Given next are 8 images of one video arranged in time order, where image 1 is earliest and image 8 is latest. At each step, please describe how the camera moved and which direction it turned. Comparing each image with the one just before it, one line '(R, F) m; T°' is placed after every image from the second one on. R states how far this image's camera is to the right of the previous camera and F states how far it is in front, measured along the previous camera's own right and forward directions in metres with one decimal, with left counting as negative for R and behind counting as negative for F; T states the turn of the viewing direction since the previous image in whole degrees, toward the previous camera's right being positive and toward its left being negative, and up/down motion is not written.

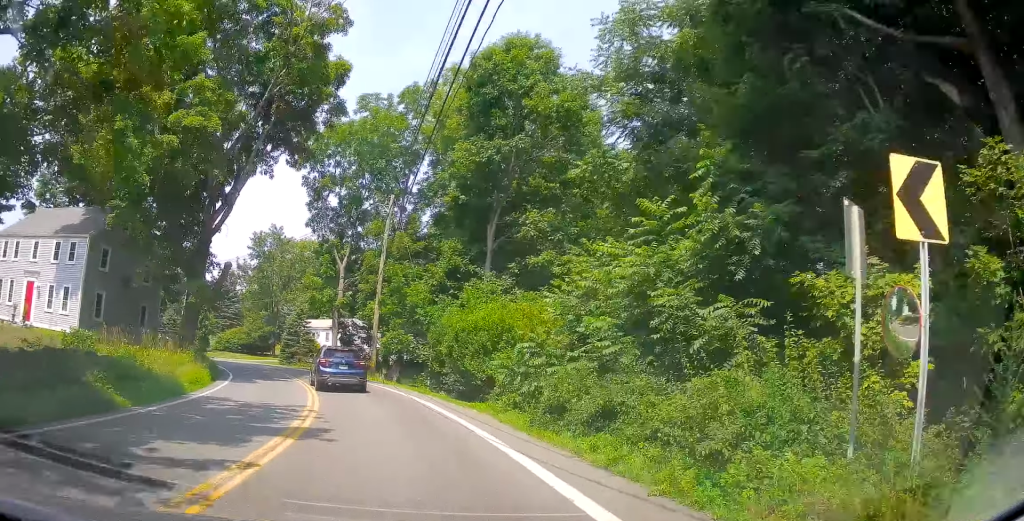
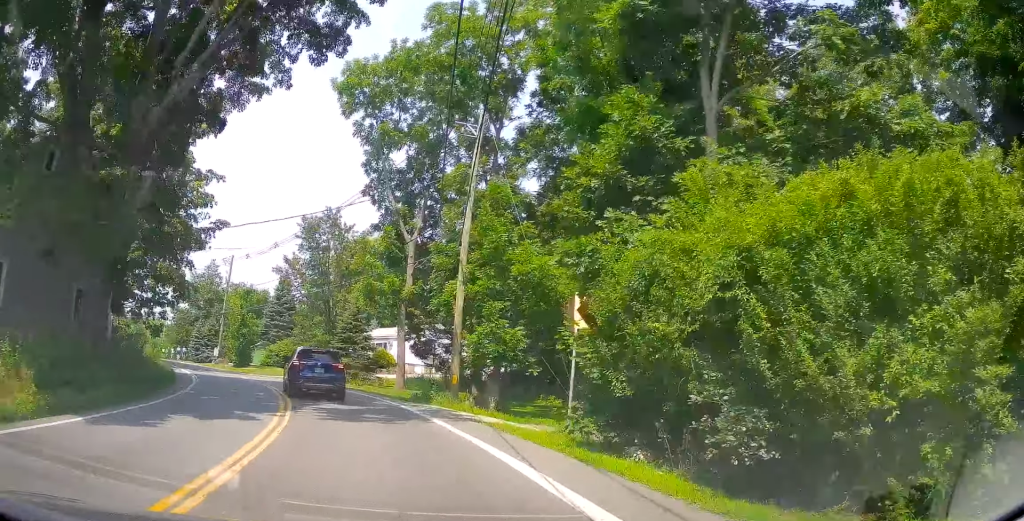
(-1.5, +14.7) m; -8°
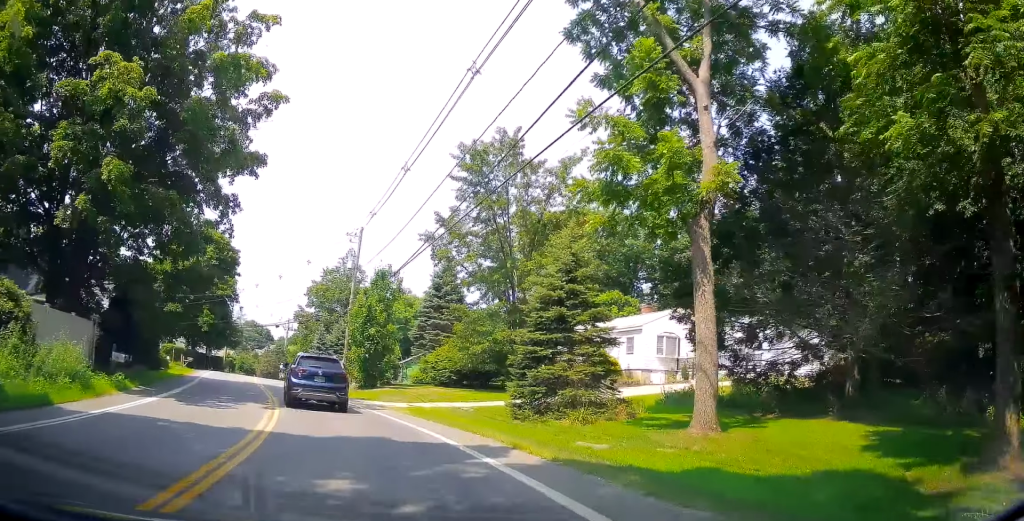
(-2.3, +23.5) m; -14°
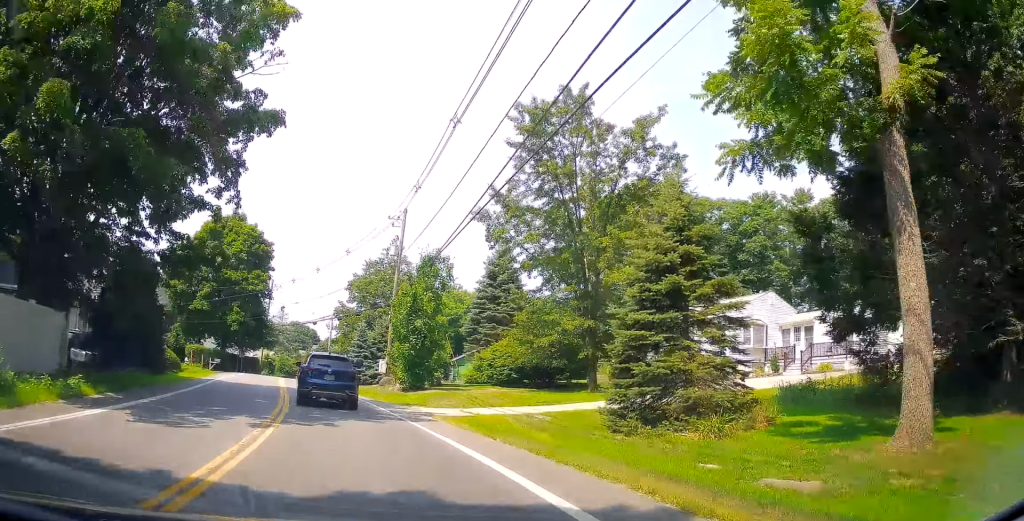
(-0.3, +6.1) m; -5°
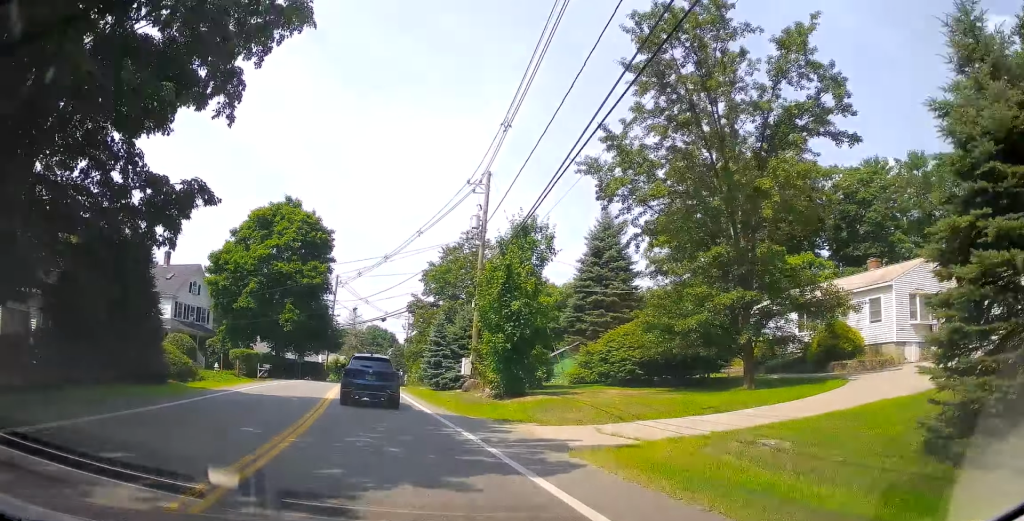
(-0.4, +8.9) m; -8°
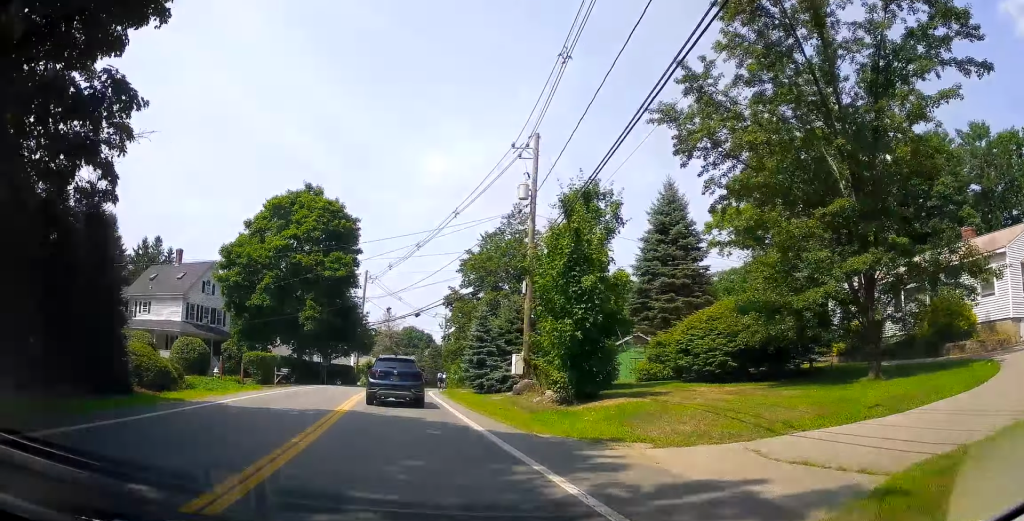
(-0.5, +5.4) m; -8°
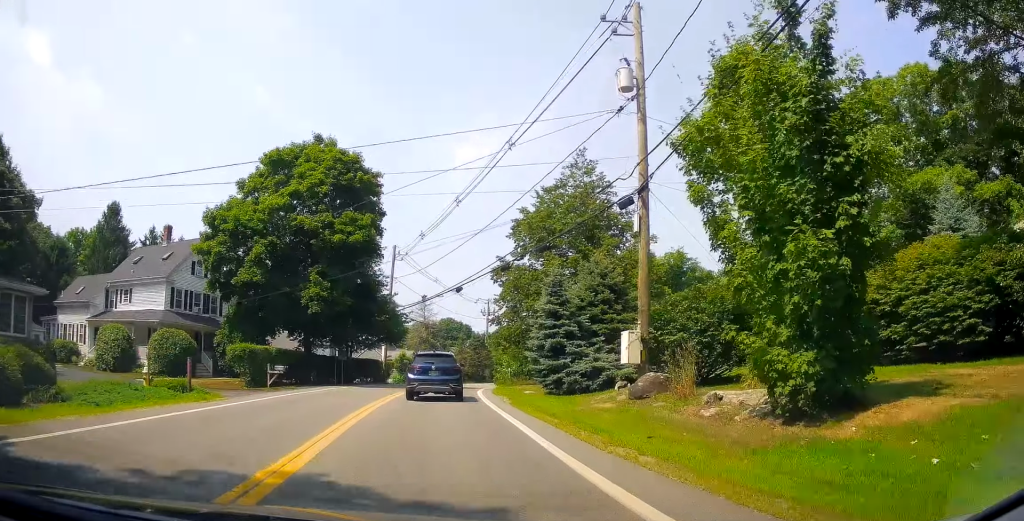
(-1.4, +10.1) m; -11°
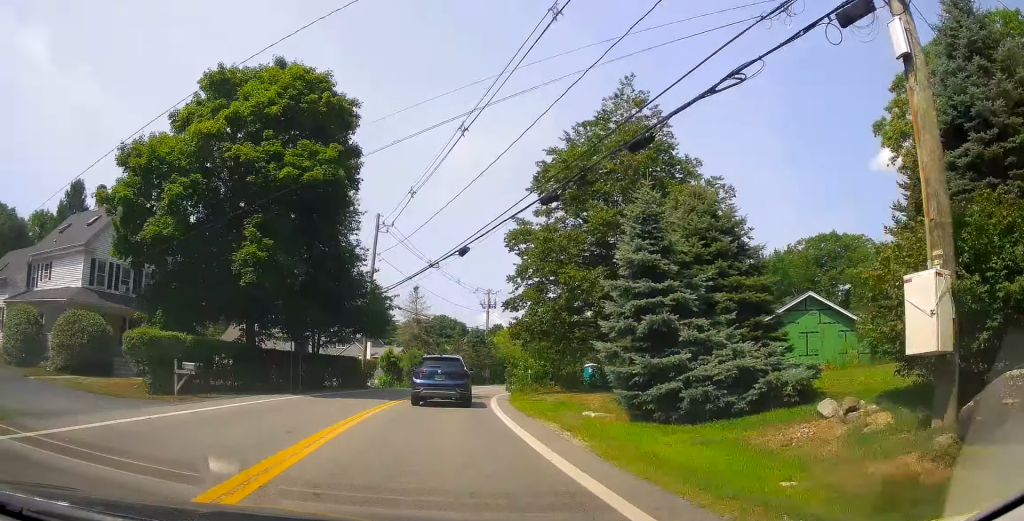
(-0.3, +9.8) m; +3°
